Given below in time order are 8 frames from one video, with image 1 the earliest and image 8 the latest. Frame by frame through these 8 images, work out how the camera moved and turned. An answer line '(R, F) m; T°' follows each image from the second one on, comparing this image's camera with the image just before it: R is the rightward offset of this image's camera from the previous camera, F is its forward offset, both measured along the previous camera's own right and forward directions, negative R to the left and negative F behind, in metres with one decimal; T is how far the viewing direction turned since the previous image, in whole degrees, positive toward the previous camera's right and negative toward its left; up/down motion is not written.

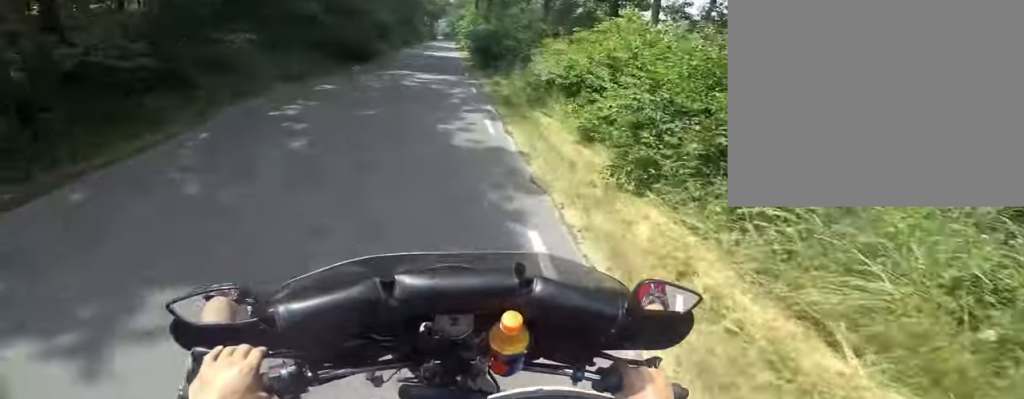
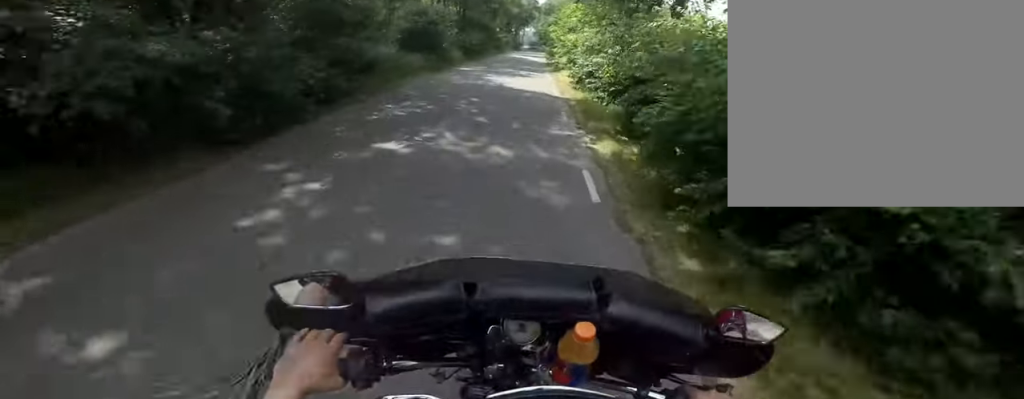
(-0.9, +14.1) m; -10°
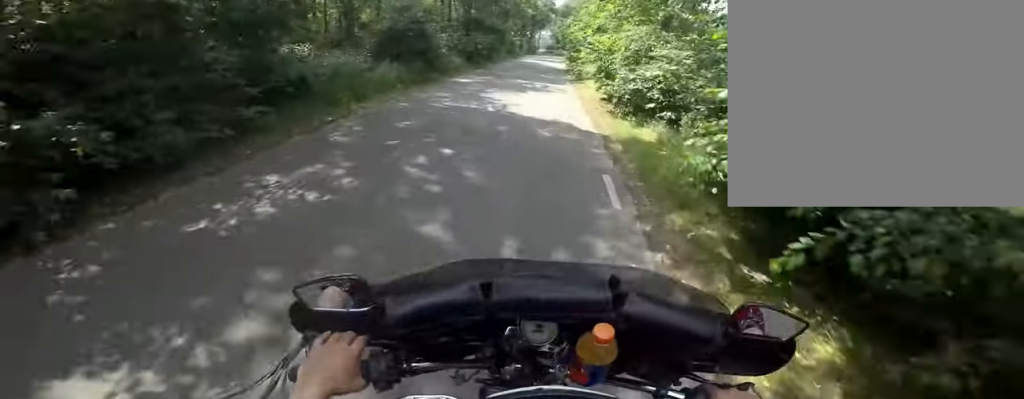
(-0.3, +4.1) m; -3°
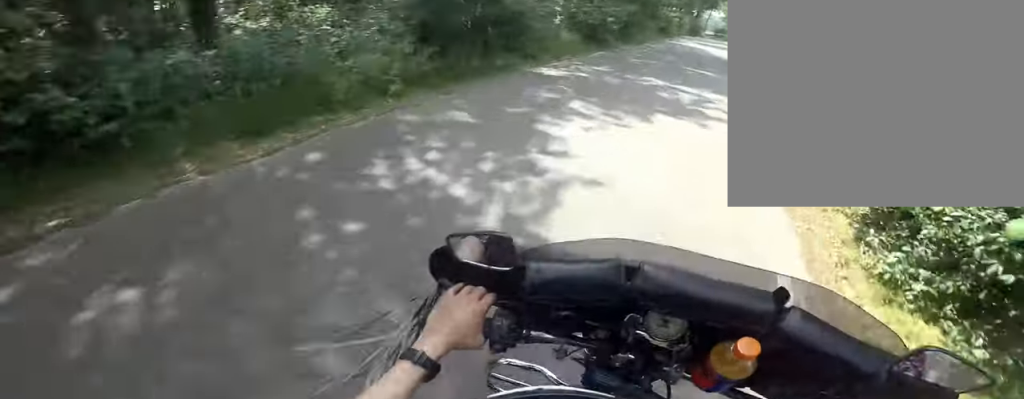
(-0.1, +6.0) m; +3°
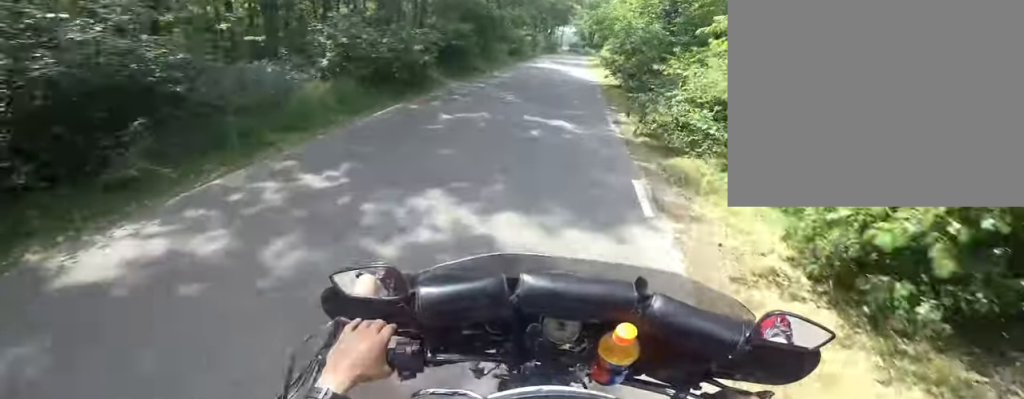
(+0.4, +6.5) m; +4°
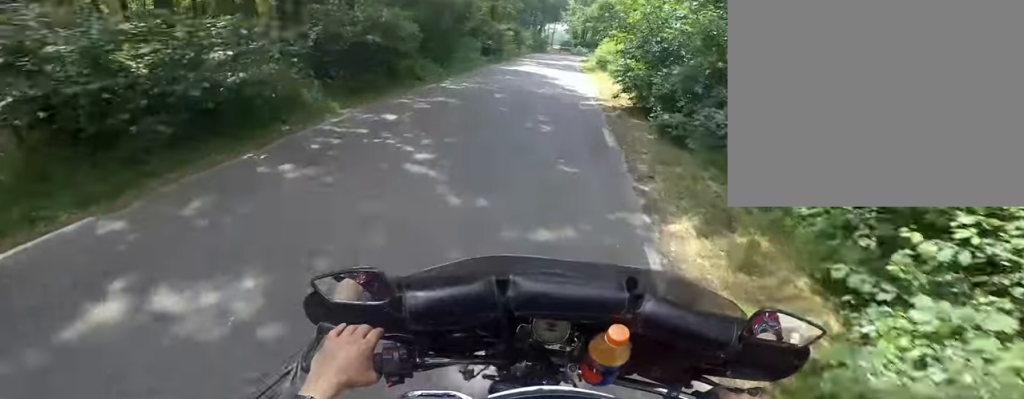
(+0.3, +5.6) m; +2°
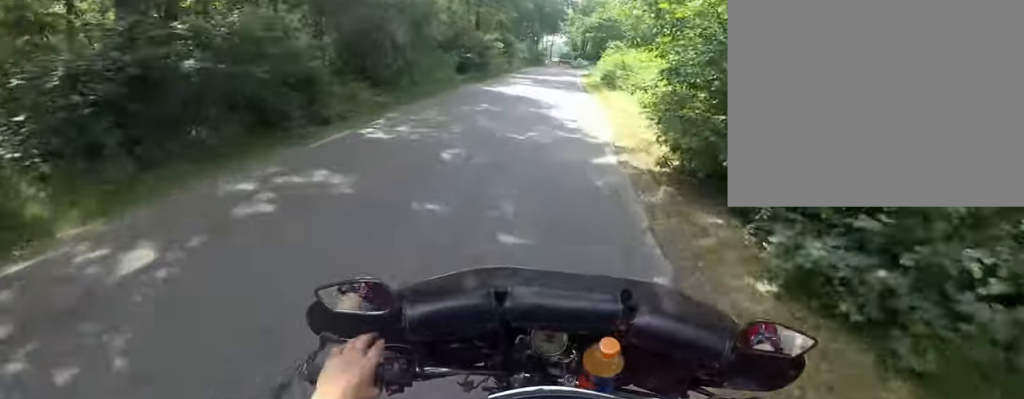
(-0.2, +4.2) m; 0°
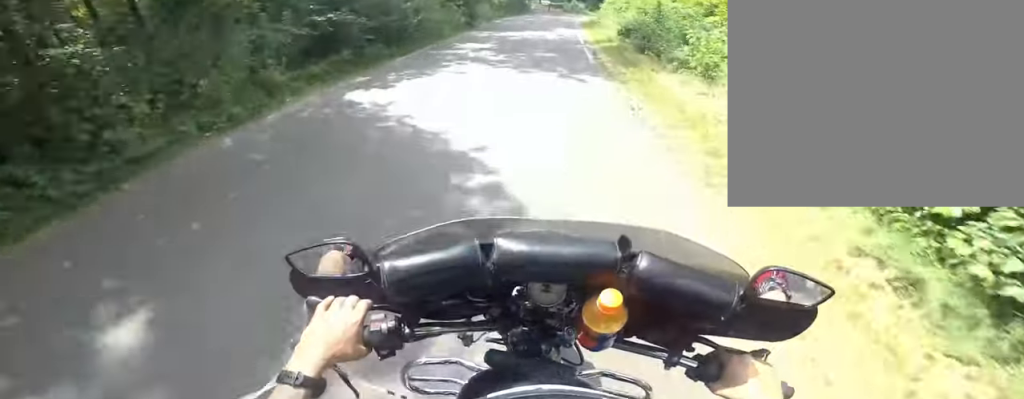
(+0.3, +8.4) m; -4°
